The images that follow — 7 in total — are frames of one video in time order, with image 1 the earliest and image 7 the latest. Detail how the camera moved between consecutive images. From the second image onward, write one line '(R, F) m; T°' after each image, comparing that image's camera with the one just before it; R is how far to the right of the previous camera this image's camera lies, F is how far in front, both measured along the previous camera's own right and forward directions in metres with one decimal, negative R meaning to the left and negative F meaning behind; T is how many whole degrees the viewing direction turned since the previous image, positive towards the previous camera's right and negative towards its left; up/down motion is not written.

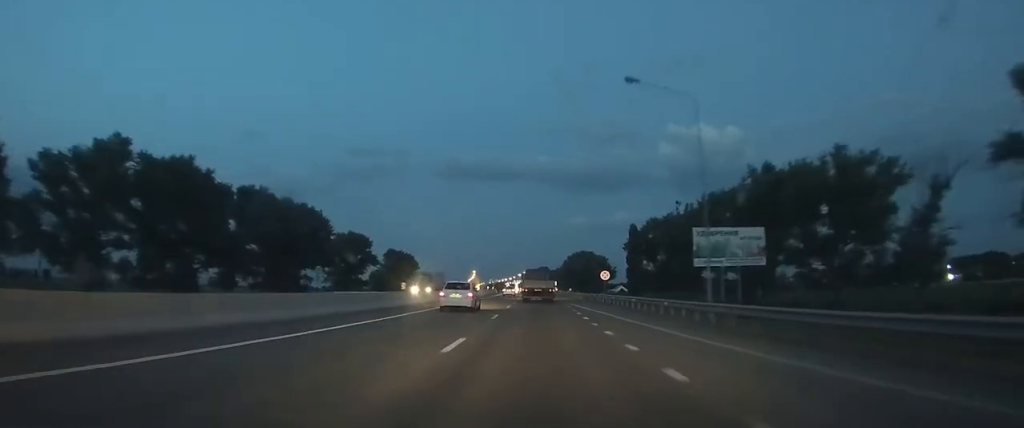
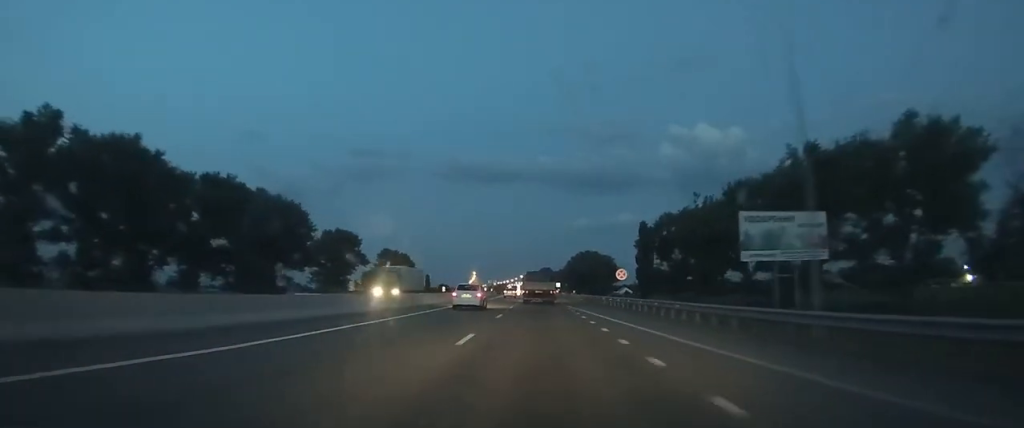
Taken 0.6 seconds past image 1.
(-0.1, +10.5) m; 0°
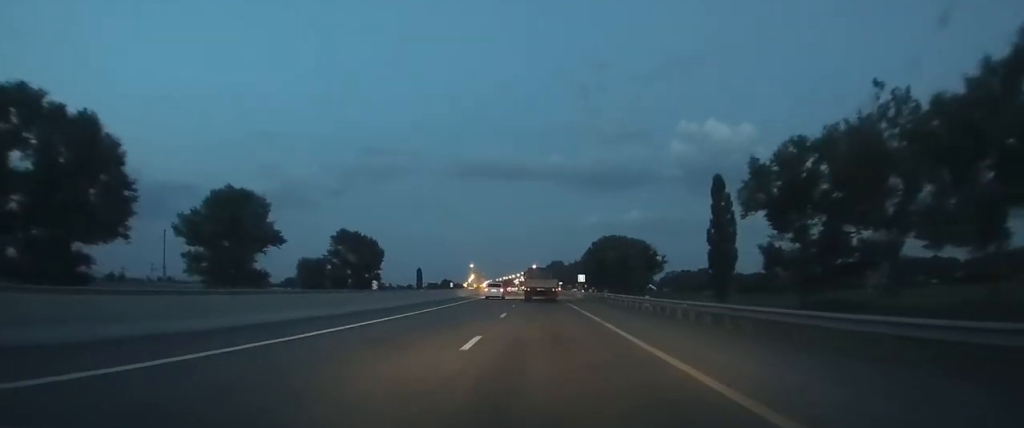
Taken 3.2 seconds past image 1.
(-0.4, +49.9) m; -1°
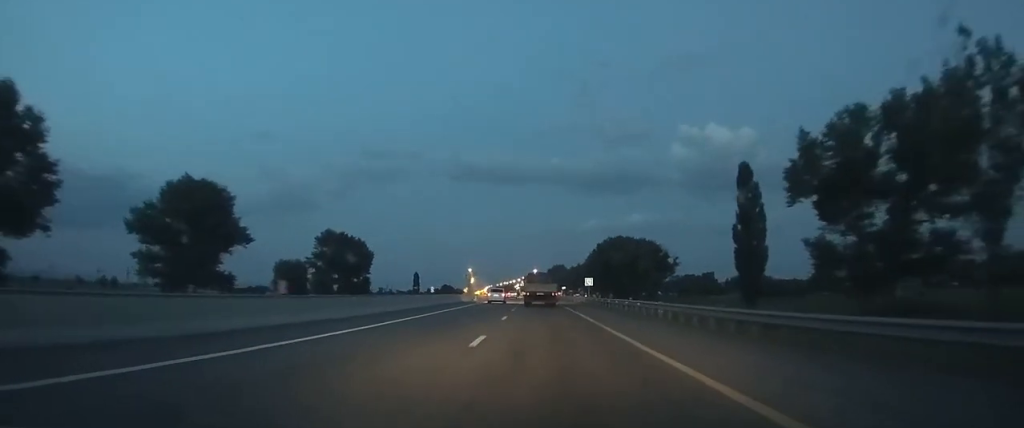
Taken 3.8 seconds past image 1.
(0.0, +10.7) m; 0°
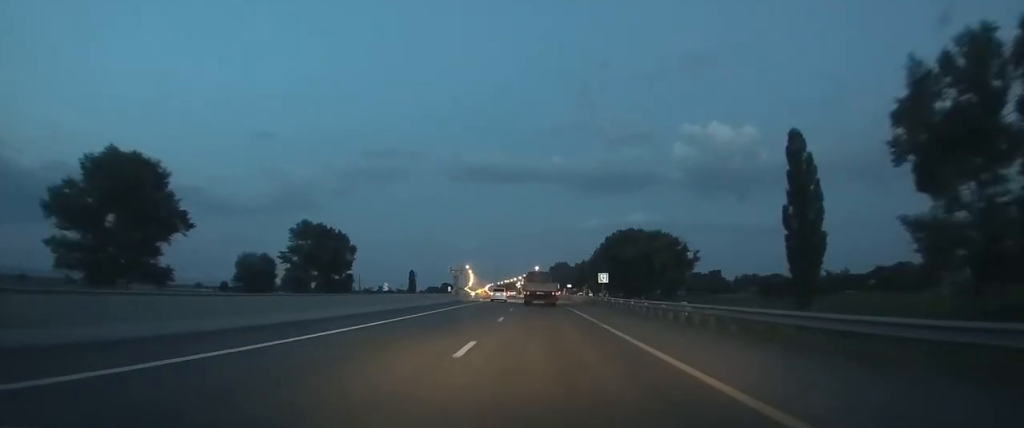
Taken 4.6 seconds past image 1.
(0.0, +14.5) m; 0°
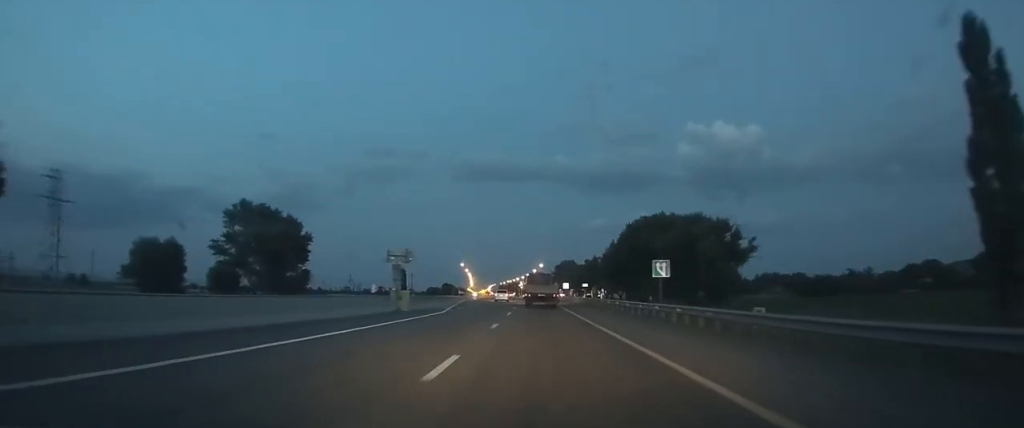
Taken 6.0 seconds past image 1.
(-0.3, +26.7) m; -1°
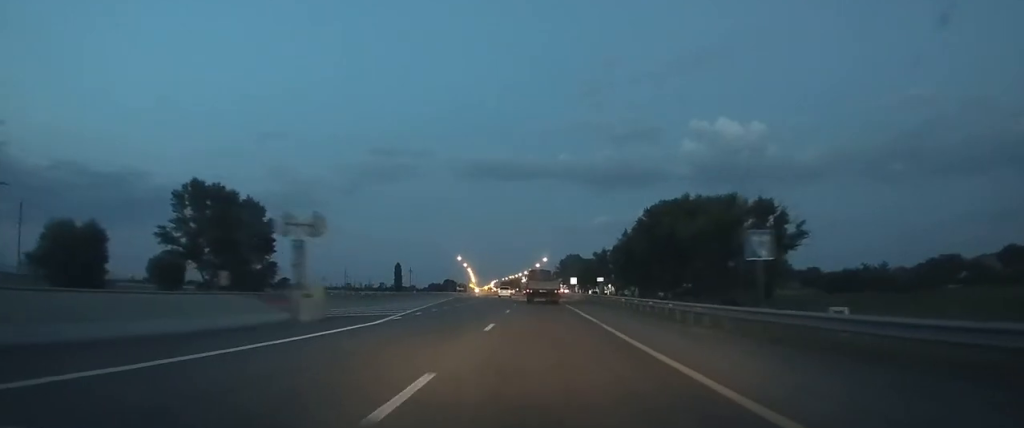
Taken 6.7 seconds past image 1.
(0.0, +14.7) m; 0°
